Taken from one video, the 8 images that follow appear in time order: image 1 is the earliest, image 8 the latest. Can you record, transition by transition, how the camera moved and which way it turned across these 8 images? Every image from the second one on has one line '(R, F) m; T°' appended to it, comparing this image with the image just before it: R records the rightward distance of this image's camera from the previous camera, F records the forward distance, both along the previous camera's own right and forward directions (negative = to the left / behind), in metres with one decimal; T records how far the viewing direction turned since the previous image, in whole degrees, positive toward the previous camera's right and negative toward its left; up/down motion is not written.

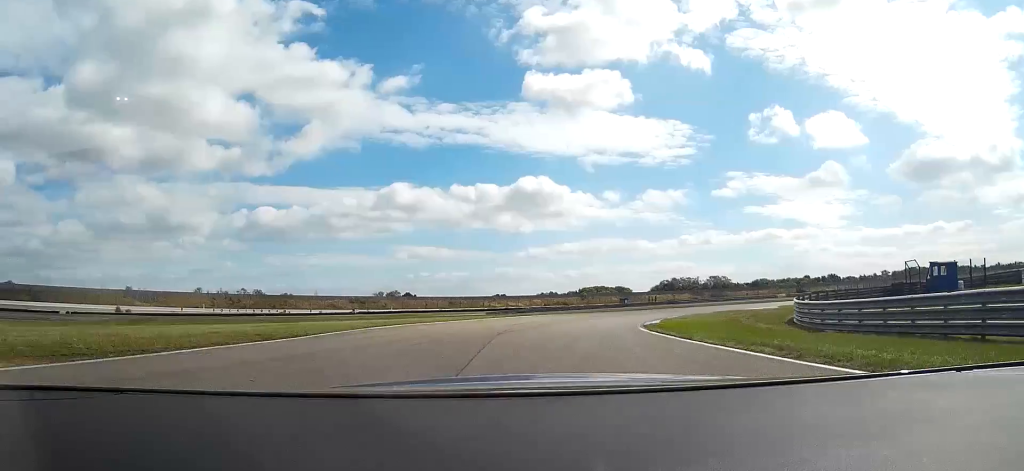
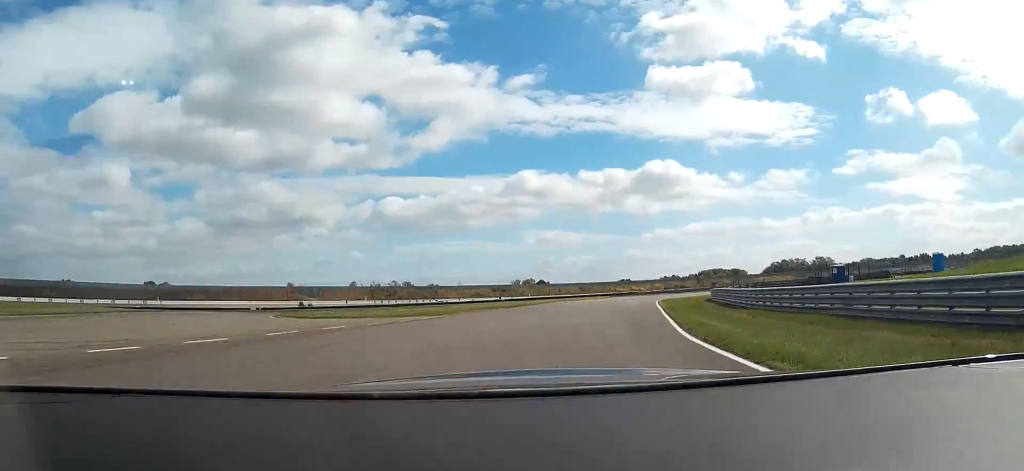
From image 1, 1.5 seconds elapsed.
(-4.4, +43.6) m; -11°
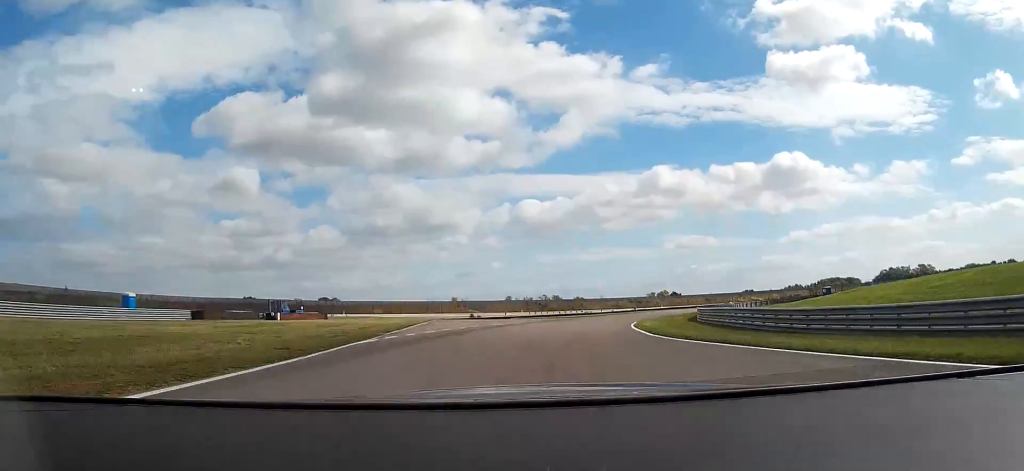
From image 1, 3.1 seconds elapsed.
(-5.4, +53.5) m; -10°
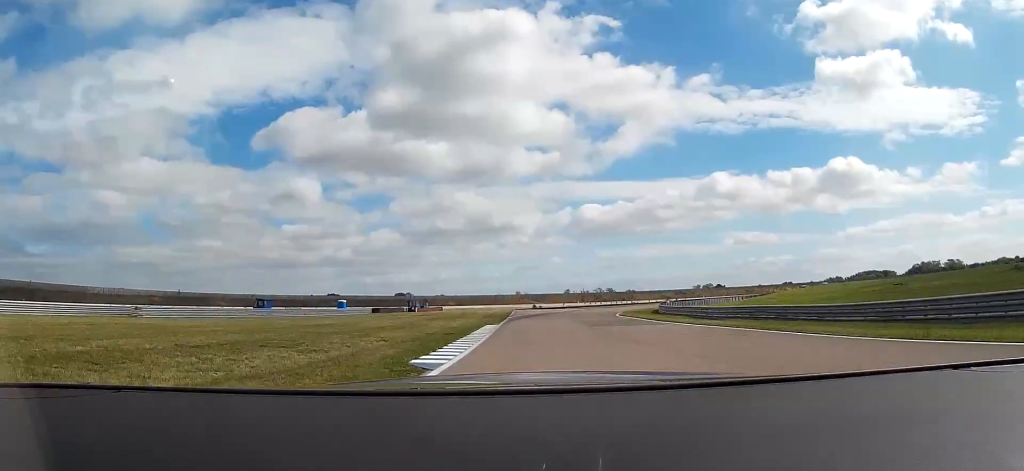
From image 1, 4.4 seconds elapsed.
(-2.8, +44.0) m; -8°
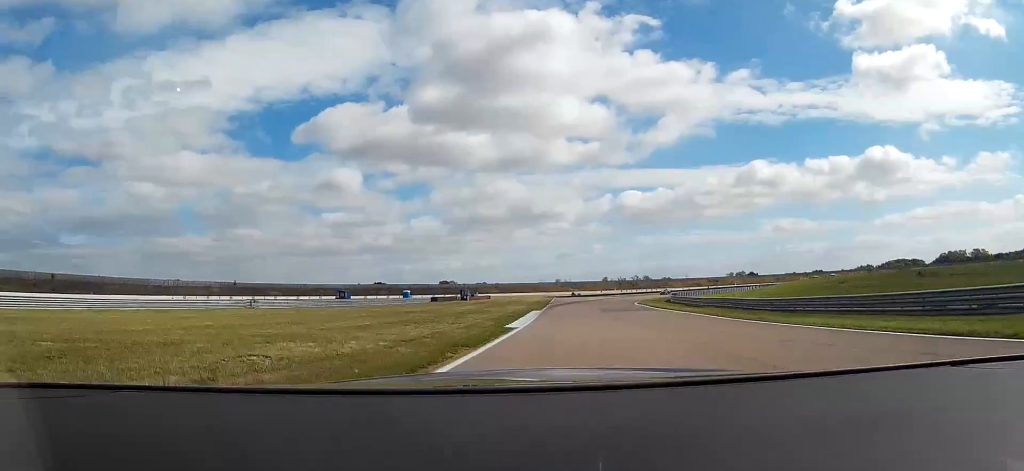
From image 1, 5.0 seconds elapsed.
(-0.7, +17.6) m; -4°
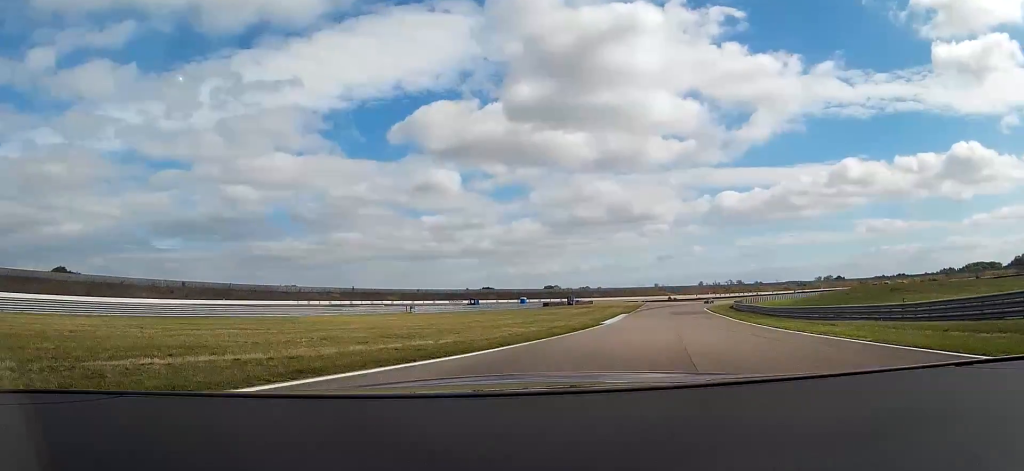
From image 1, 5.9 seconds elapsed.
(-1.5, +24.2) m; -10°
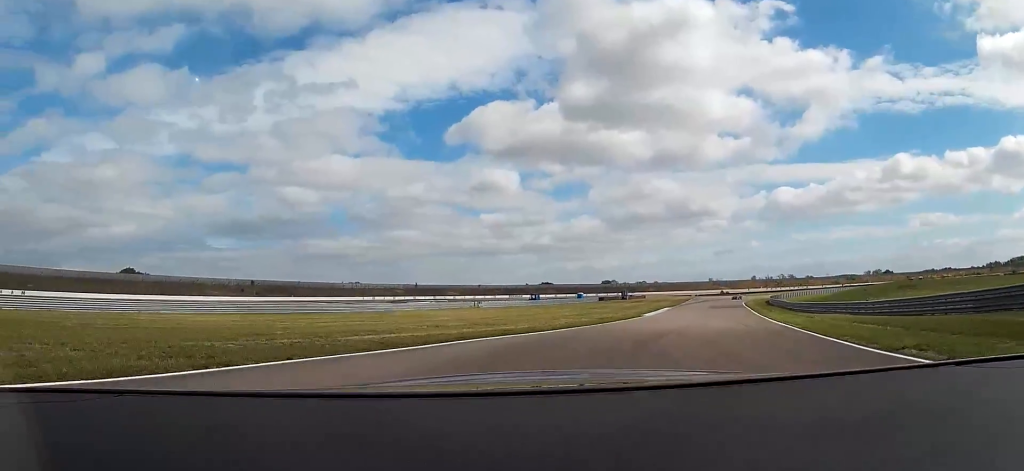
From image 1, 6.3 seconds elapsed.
(+0.2, +11.1) m; -6°
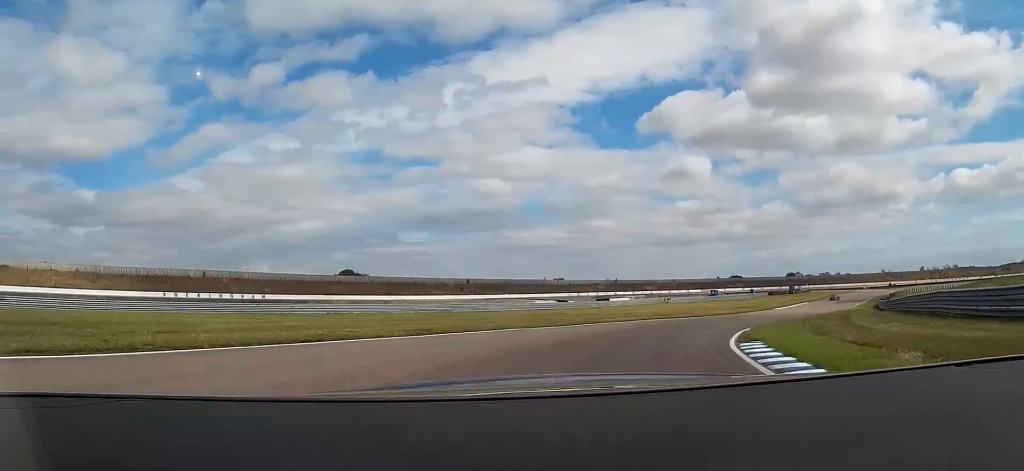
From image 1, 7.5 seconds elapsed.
(-5.5, +29.1) m; -19°
